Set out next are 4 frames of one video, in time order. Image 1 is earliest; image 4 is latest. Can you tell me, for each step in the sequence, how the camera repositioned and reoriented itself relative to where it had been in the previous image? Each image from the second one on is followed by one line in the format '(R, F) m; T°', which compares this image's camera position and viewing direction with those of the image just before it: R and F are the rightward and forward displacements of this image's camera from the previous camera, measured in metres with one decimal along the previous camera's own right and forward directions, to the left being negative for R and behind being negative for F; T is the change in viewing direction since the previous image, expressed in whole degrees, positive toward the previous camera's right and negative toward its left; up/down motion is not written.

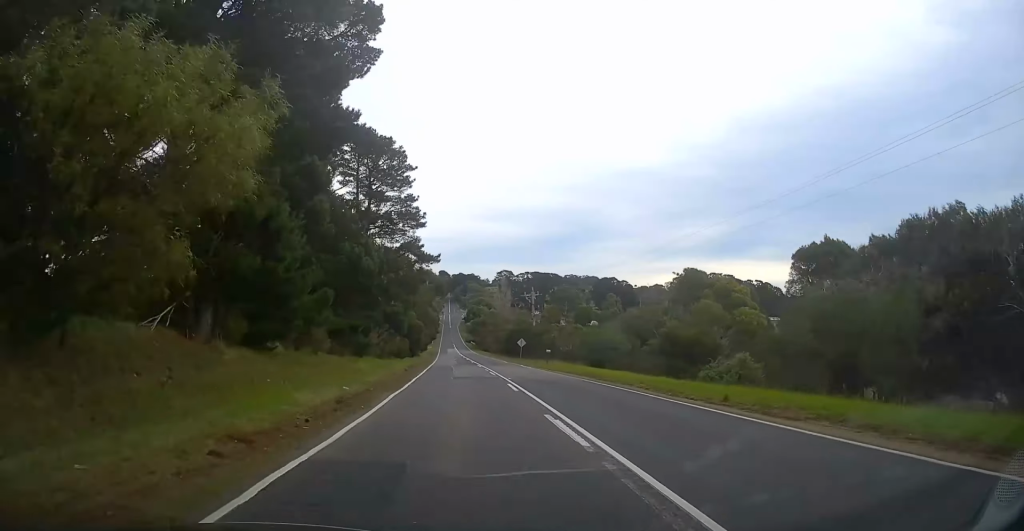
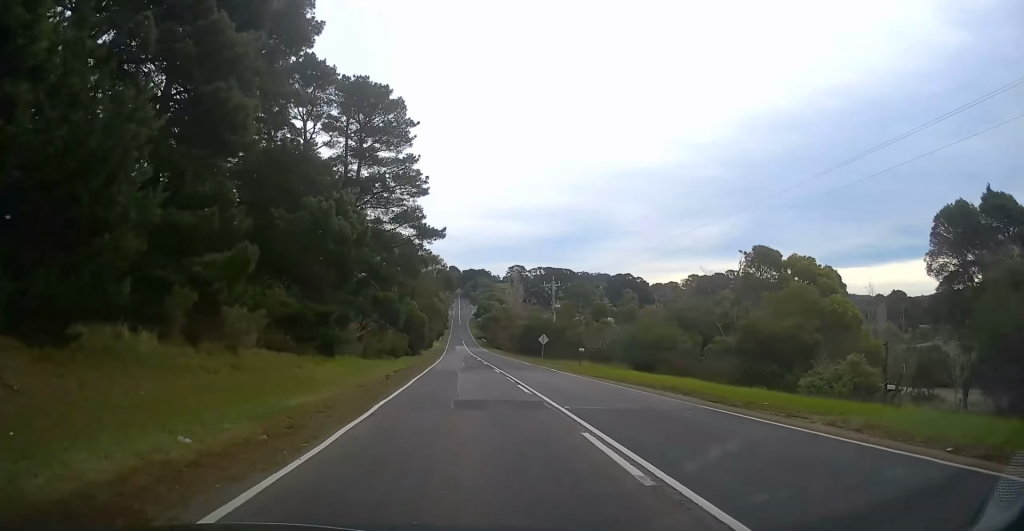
(+0.2, +13.3) m; -1°
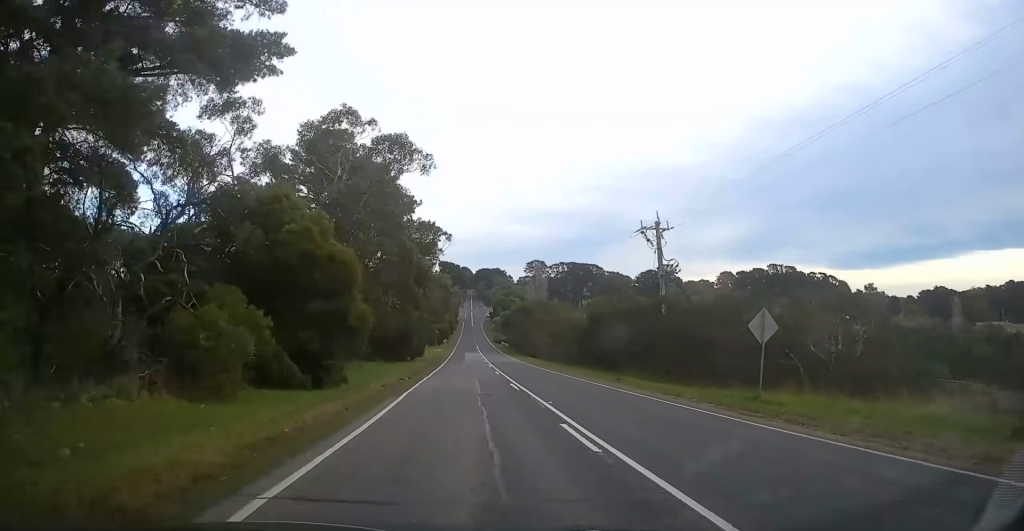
(-0.8, +46.2) m; -1°
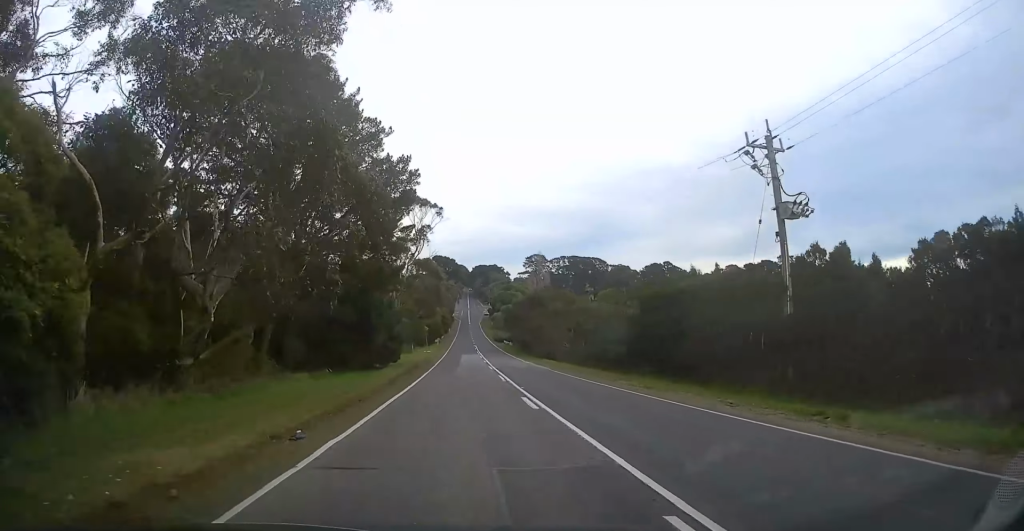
(+0.2, +17.9) m; +1°
